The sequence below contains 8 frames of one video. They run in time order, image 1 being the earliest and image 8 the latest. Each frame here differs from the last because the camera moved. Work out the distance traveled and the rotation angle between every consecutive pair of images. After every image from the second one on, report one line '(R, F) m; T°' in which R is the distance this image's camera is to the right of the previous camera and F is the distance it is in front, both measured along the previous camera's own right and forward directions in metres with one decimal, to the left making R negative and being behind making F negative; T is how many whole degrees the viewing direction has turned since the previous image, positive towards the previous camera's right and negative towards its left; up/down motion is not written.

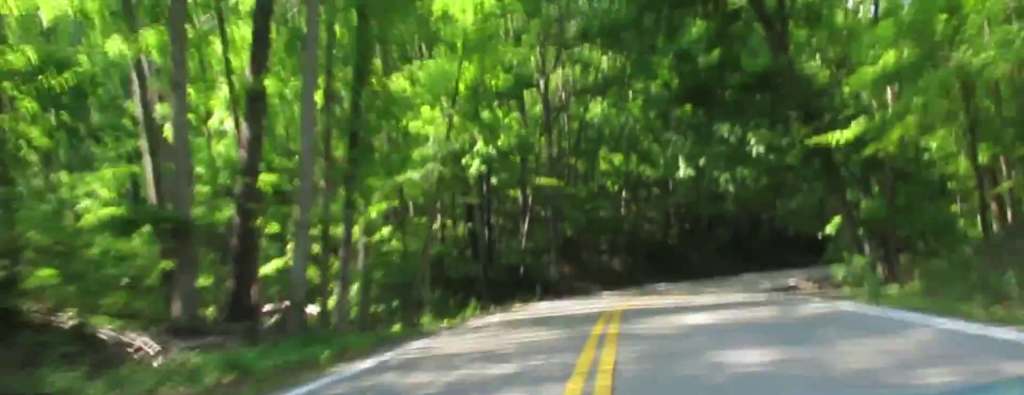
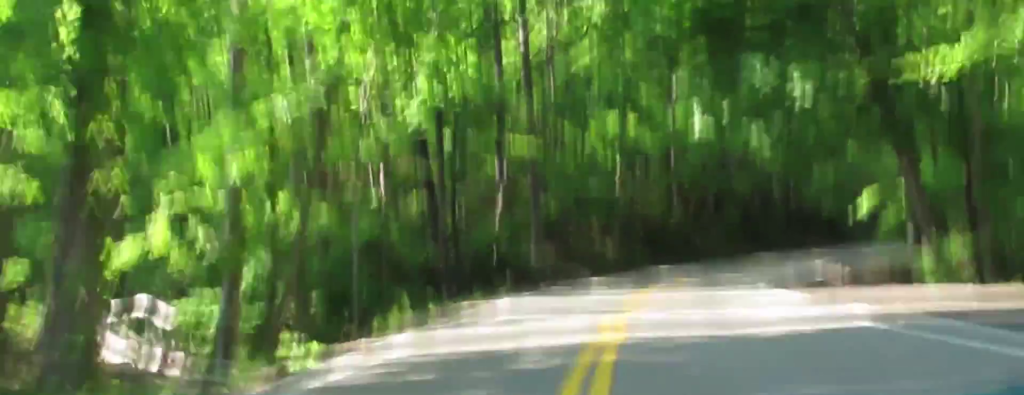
(-0.3, +11.4) m; -1°
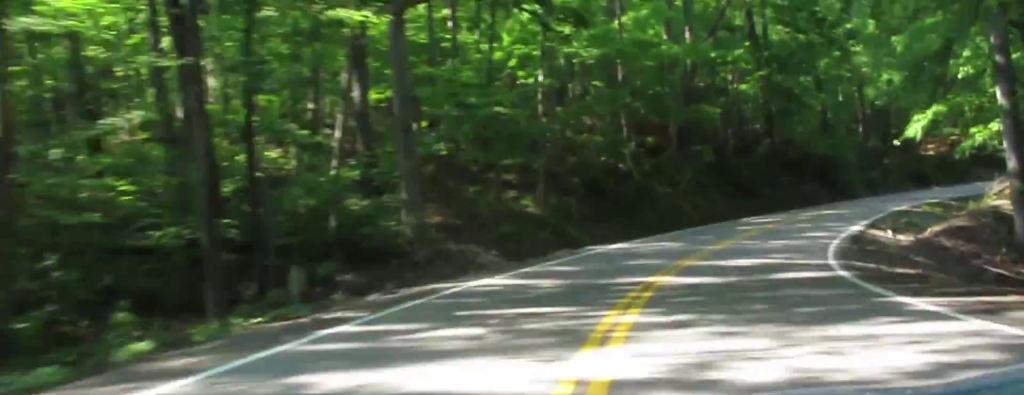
(+0.2, +20.9) m; +2°
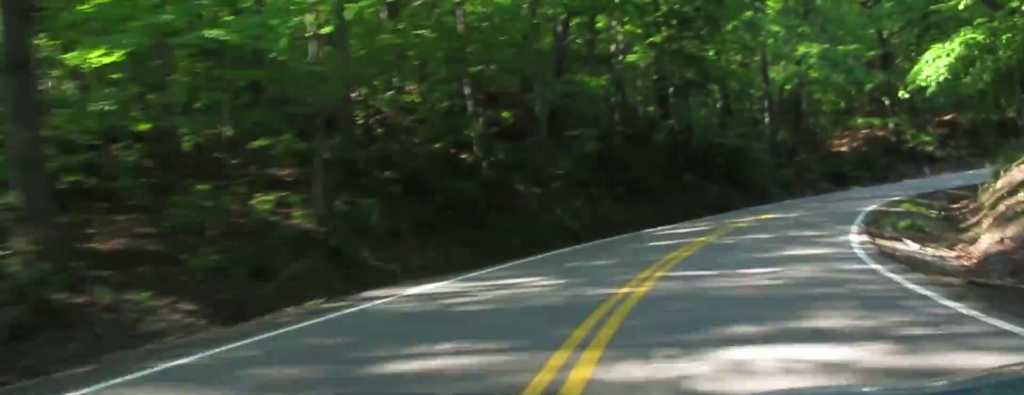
(0.0, +13.8) m; +4°
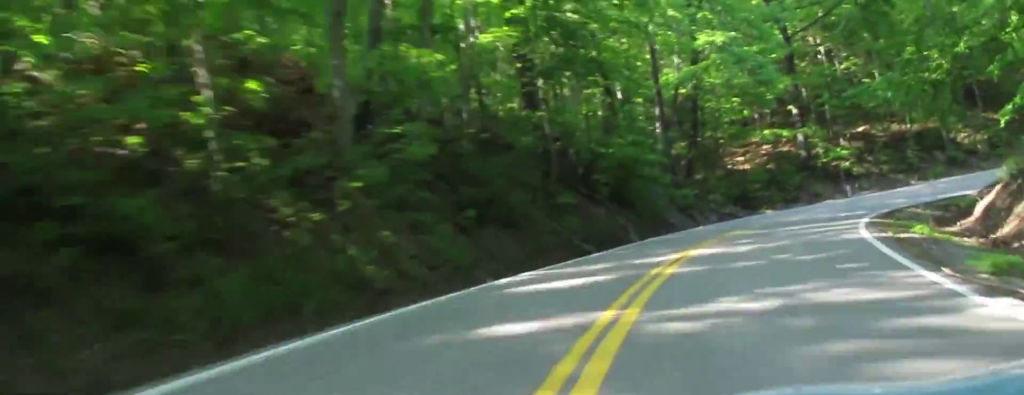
(+0.6, +10.5) m; +7°
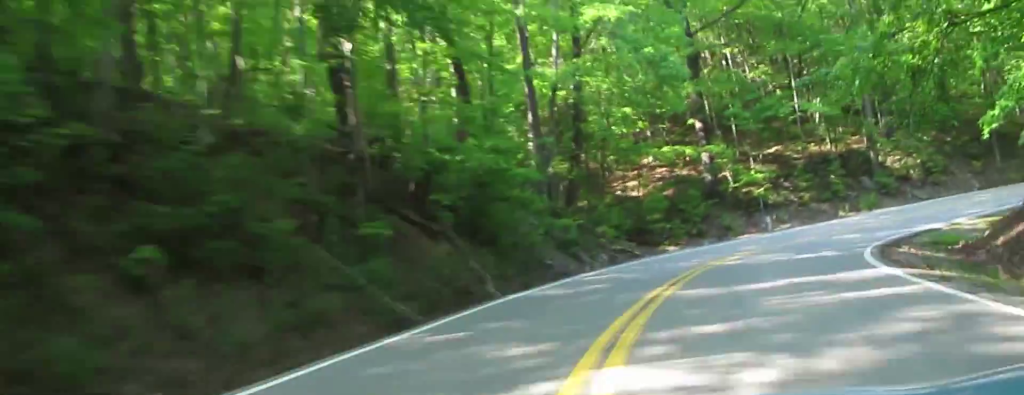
(+0.5, +8.7) m; +7°
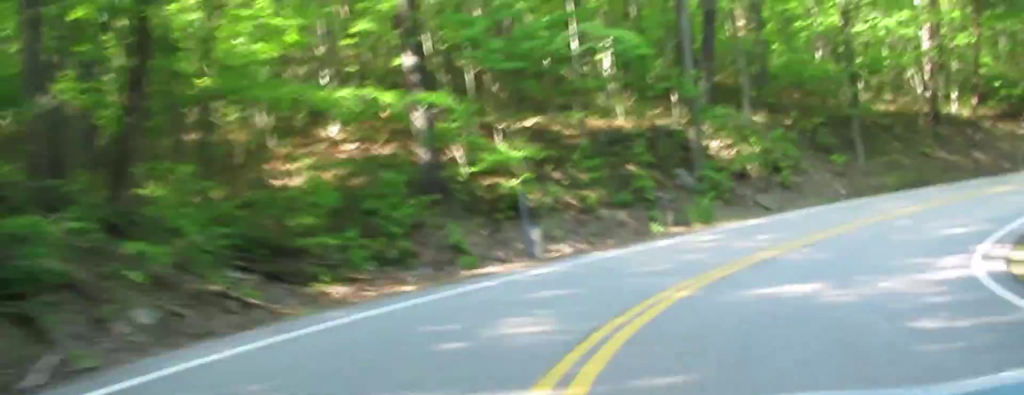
(+1.9, +14.6) m; +10°
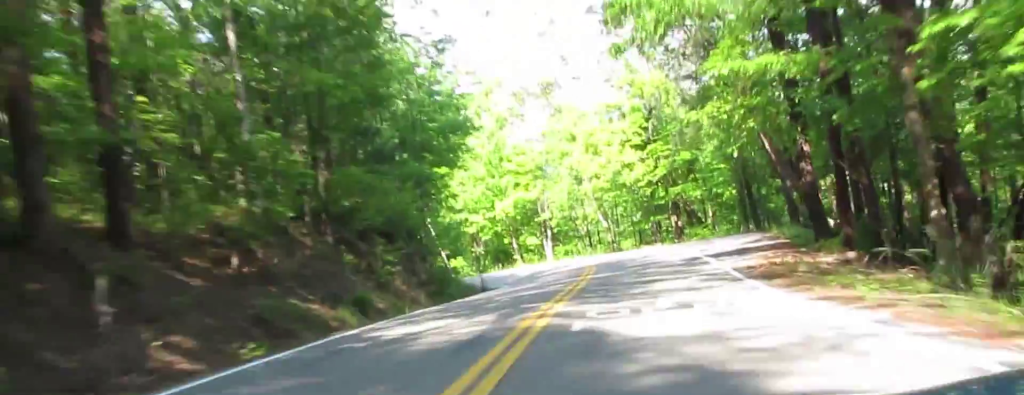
(+5.5, +33.0) m; +27°
